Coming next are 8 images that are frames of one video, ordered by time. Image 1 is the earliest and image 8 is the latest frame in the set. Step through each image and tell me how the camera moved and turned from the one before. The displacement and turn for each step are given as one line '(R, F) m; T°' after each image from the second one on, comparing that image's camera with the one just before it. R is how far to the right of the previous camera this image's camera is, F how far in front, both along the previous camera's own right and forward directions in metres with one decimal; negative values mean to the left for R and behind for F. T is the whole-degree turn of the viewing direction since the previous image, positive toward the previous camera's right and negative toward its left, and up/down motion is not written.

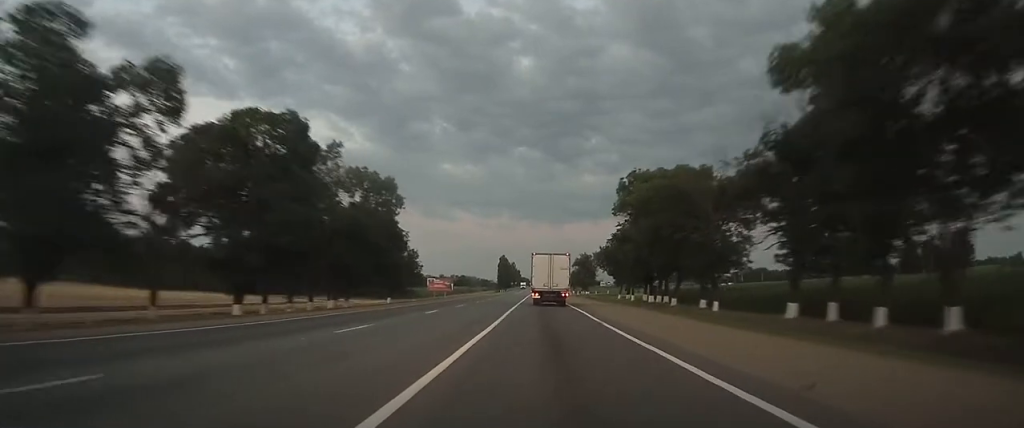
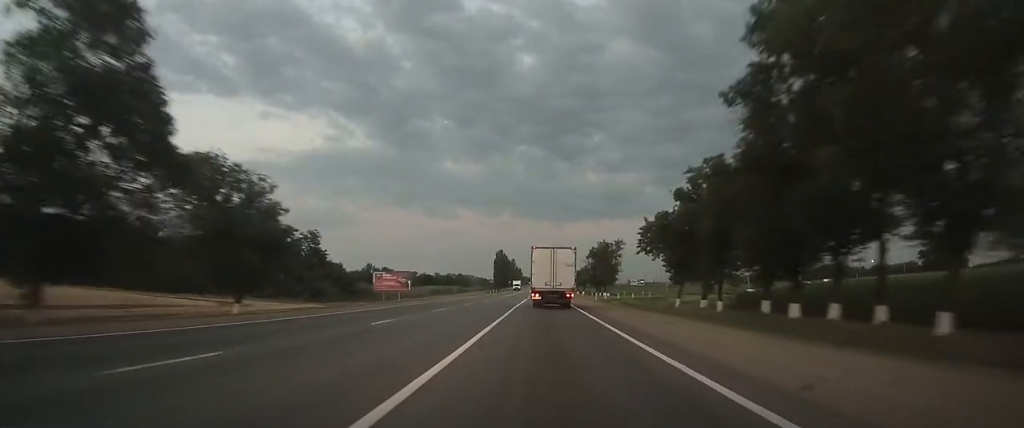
(0.0, +44.5) m; 0°
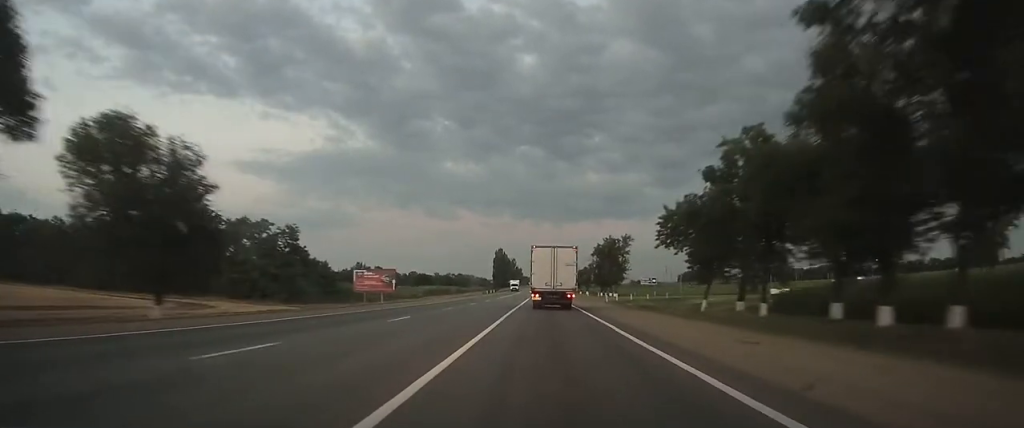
(0.0, +9.8) m; 0°
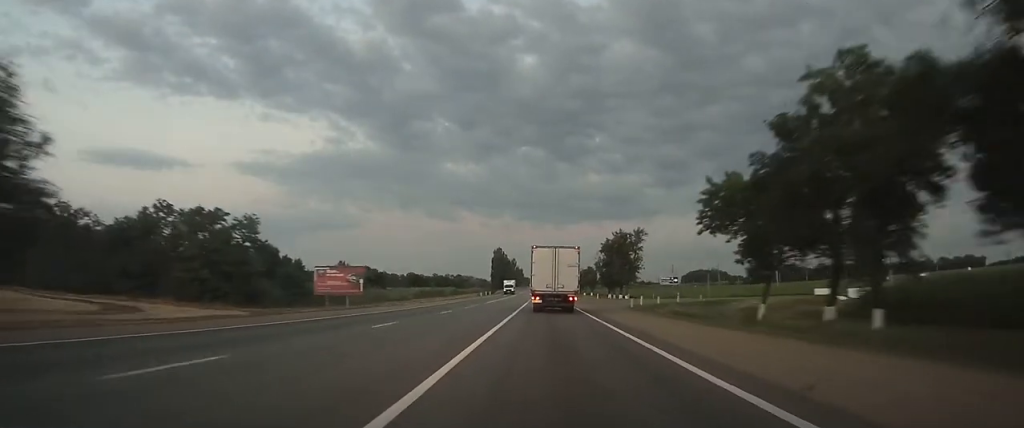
(0.0, +14.1) m; 0°
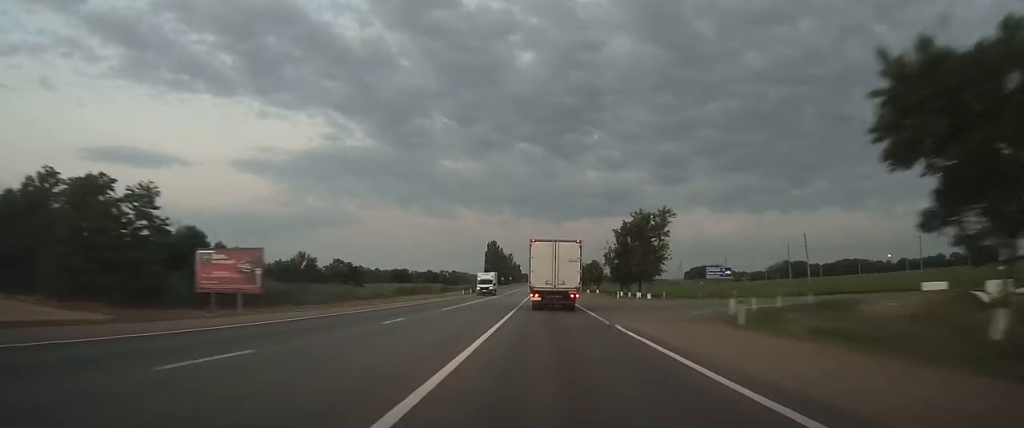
(0.0, +22.9) m; 0°
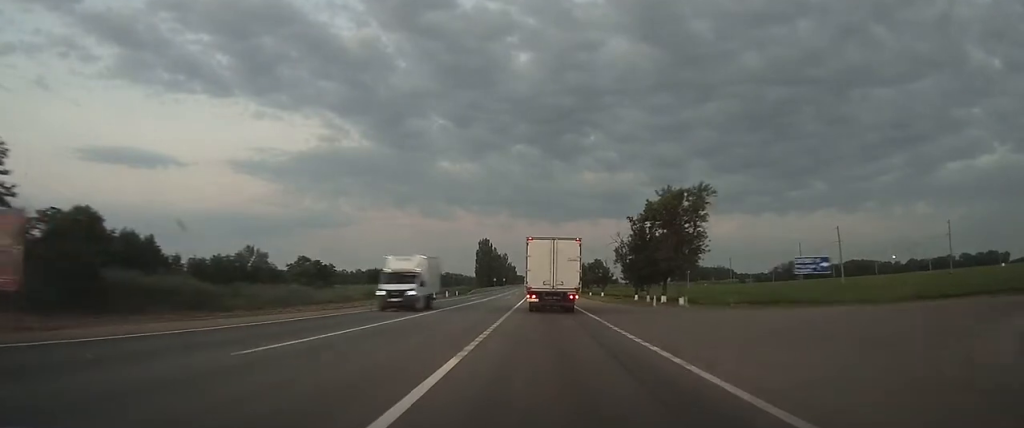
(0.0, +20.4) m; 0°
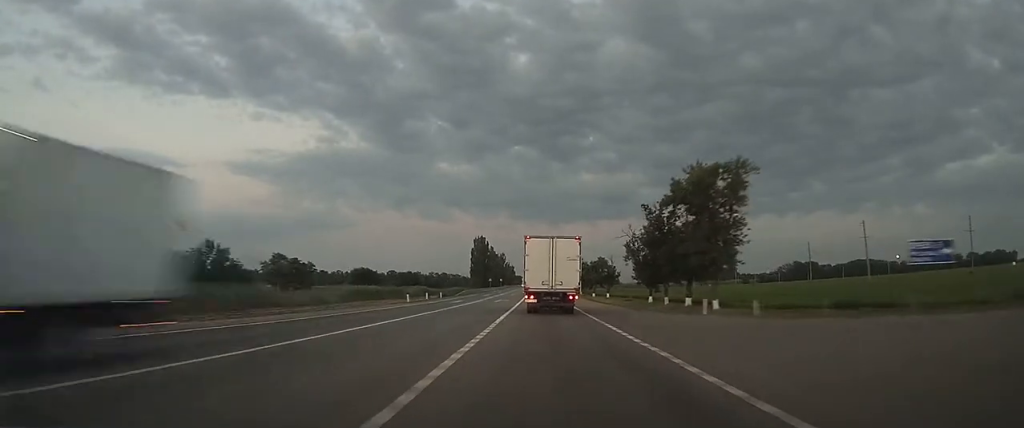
(0.0, +12.3) m; 0°
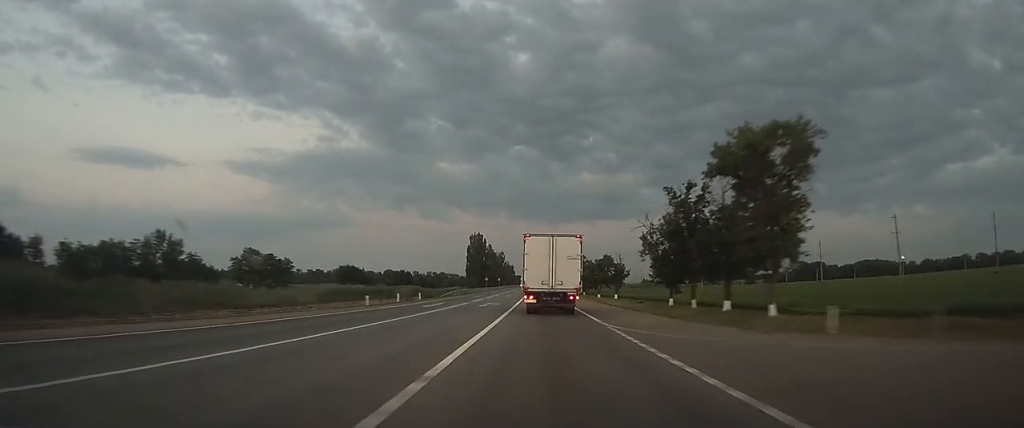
(0.0, +12.2) m; 0°
